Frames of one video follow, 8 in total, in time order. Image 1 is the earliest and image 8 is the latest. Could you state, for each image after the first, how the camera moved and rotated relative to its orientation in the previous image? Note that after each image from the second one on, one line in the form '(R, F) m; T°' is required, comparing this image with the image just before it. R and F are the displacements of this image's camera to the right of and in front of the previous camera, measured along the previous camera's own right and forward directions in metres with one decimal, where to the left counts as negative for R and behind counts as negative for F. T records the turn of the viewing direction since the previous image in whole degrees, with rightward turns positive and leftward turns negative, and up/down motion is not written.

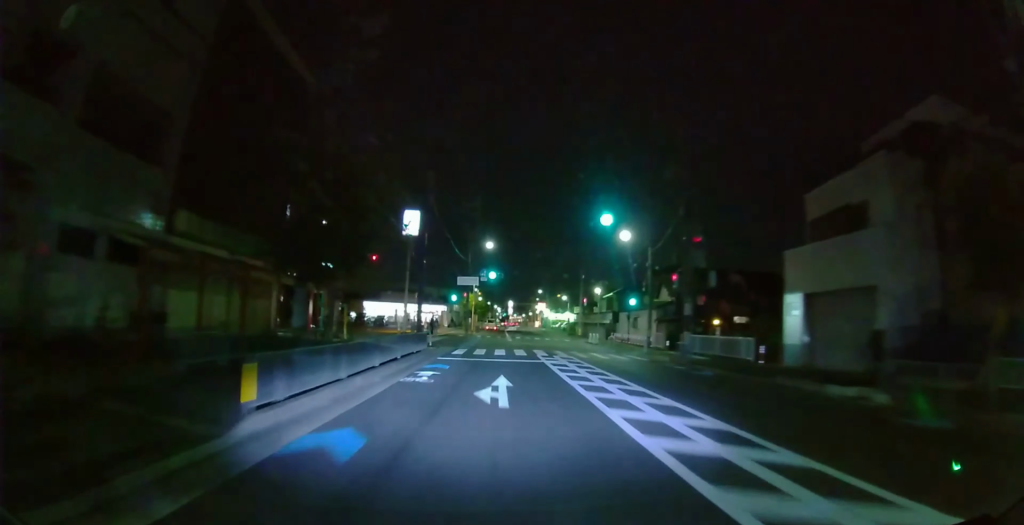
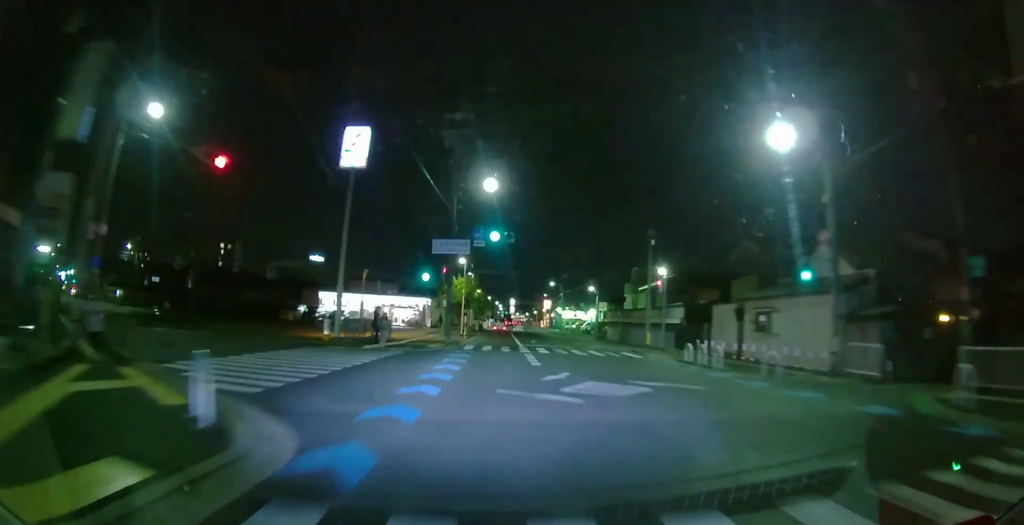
(0.0, +22.3) m; 0°
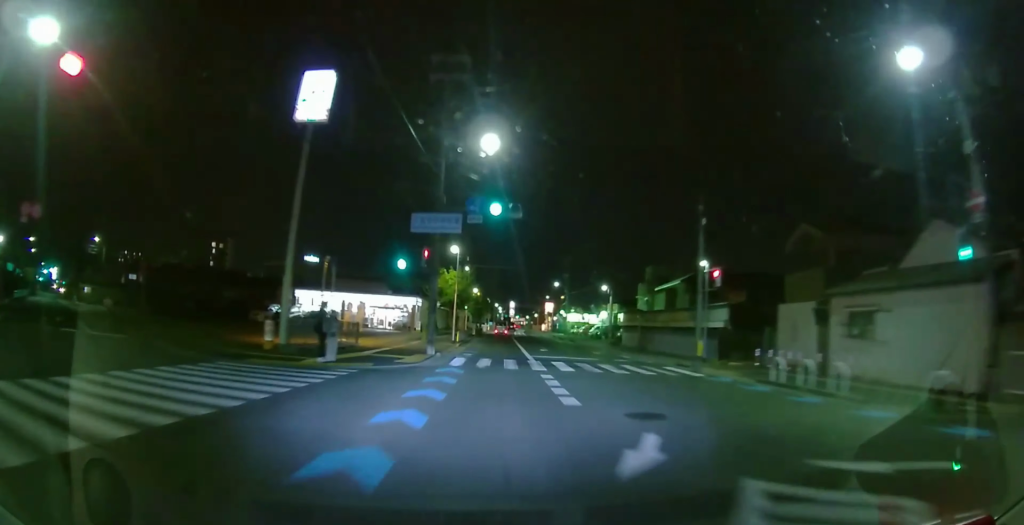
(0.0, +7.8) m; 0°
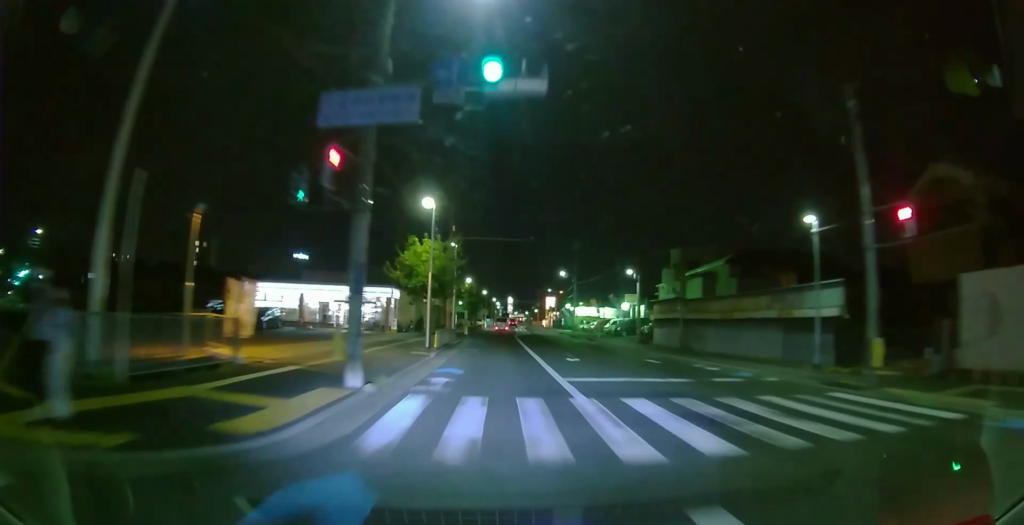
(0.0, +11.1) m; +1°
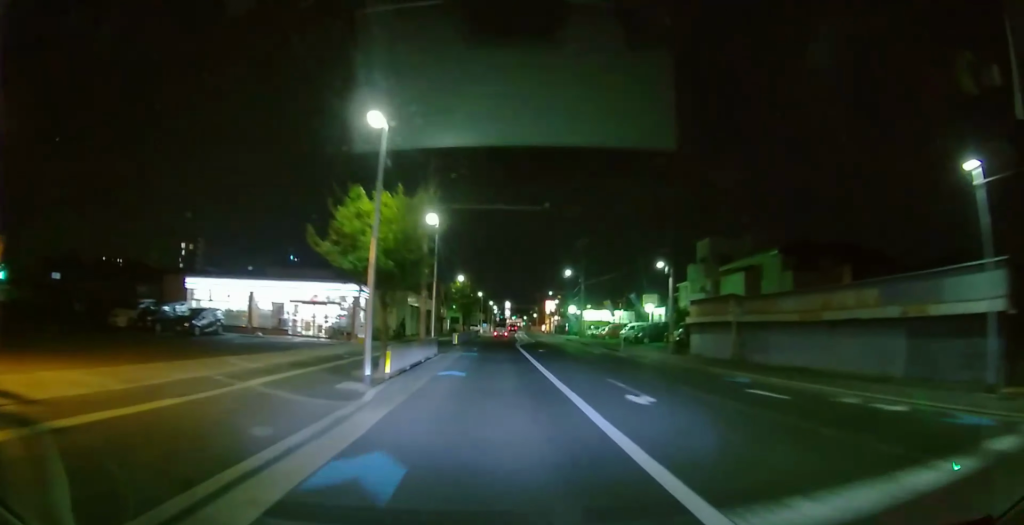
(+0.1, +8.8) m; +1°
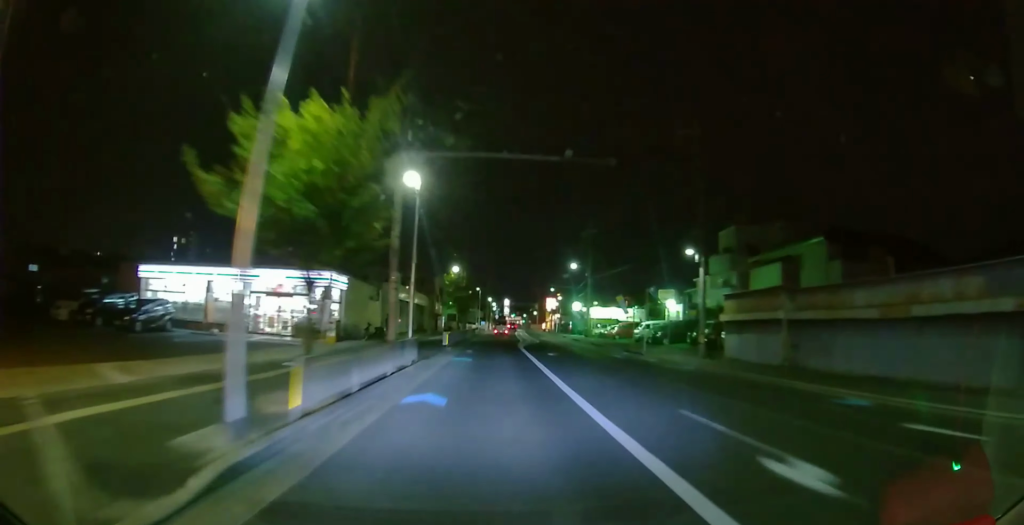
(0.0, +5.8) m; 0°
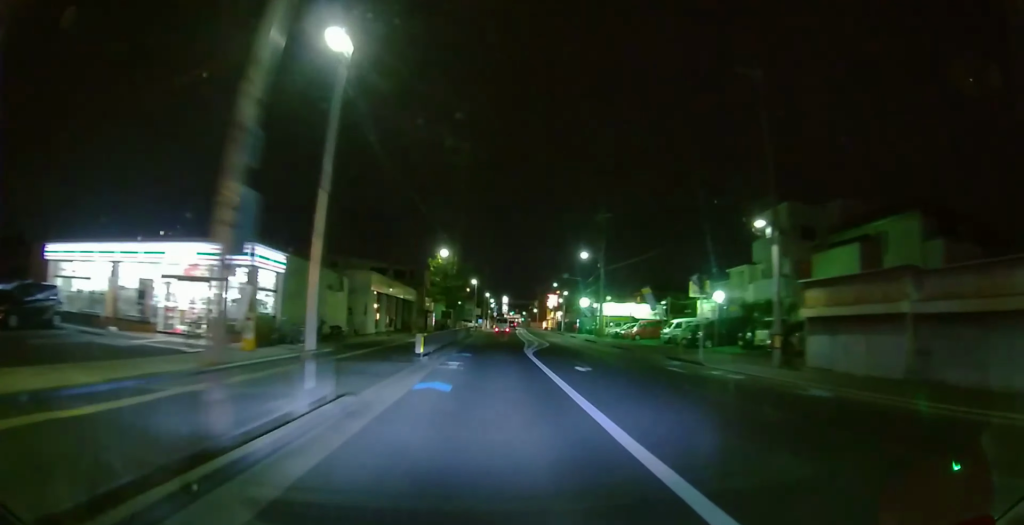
(0.0, +8.6) m; 0°
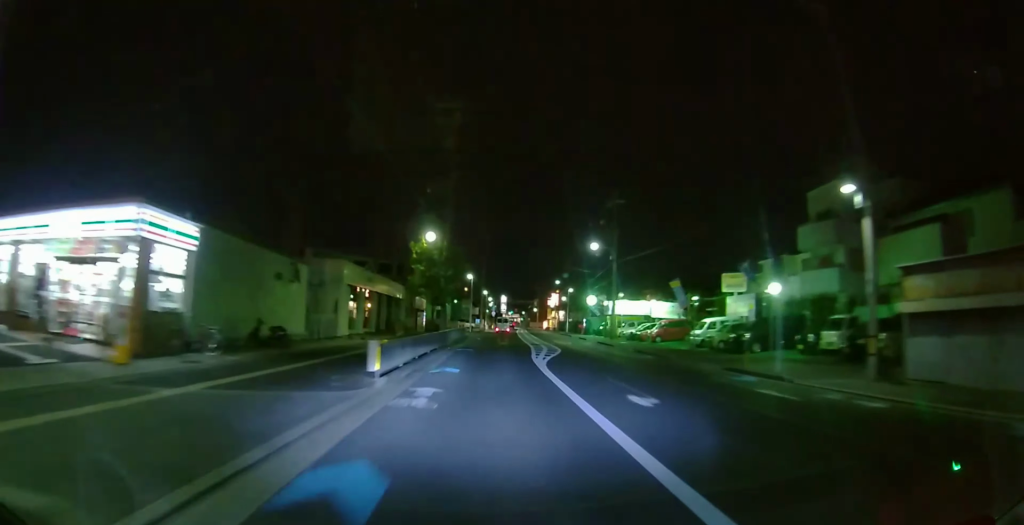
(0.0, +6.2) m; 0°
